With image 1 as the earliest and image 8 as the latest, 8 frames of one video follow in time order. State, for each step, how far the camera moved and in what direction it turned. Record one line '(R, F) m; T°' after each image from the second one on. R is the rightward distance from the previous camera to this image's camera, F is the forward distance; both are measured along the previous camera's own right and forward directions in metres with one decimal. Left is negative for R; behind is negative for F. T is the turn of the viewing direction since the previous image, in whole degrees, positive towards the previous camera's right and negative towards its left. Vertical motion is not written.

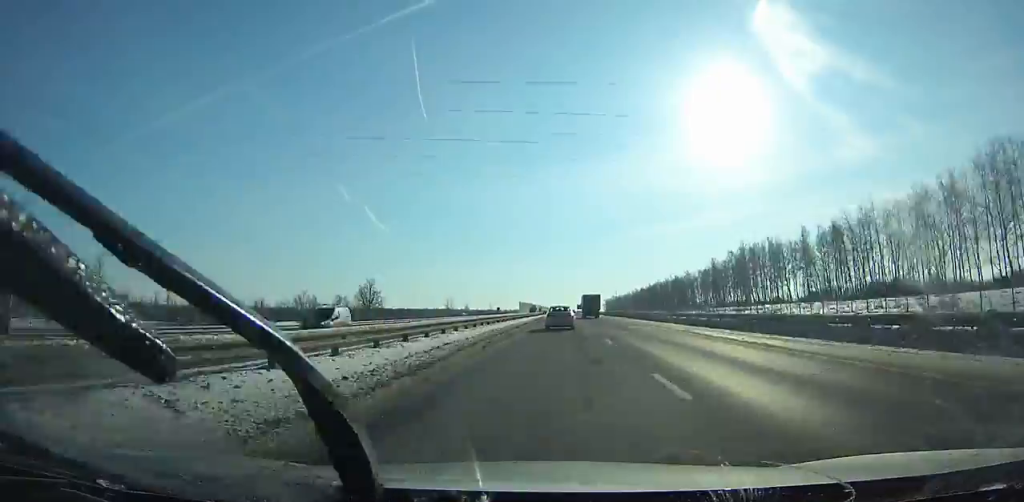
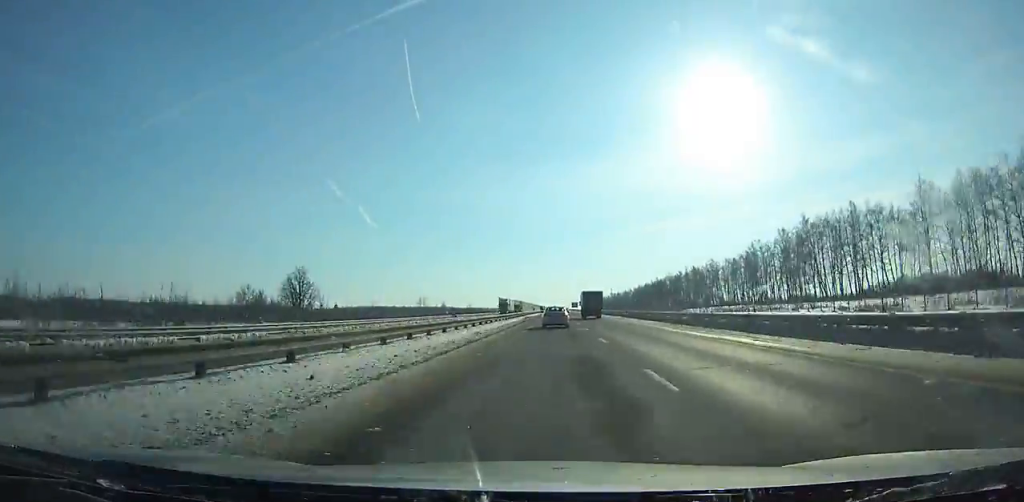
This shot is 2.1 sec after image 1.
(0.0, +59.4) m; 0°
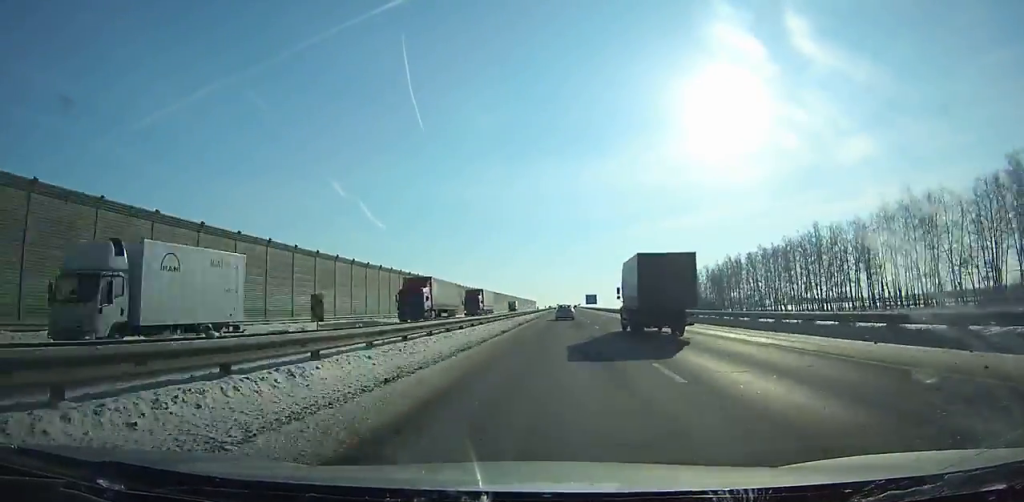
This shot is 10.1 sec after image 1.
(+0.2, +226.7) m; 0°
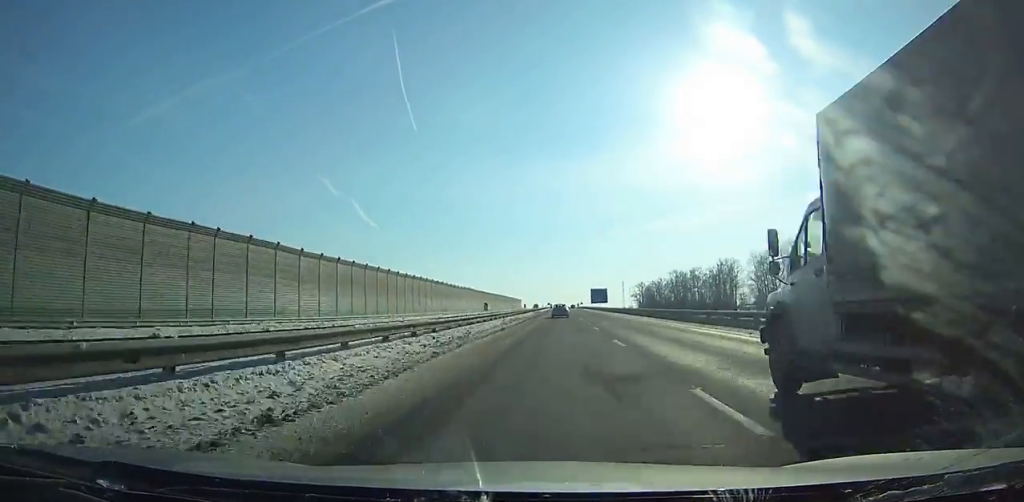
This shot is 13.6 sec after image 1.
(+0.4, +100.3) m; 0°
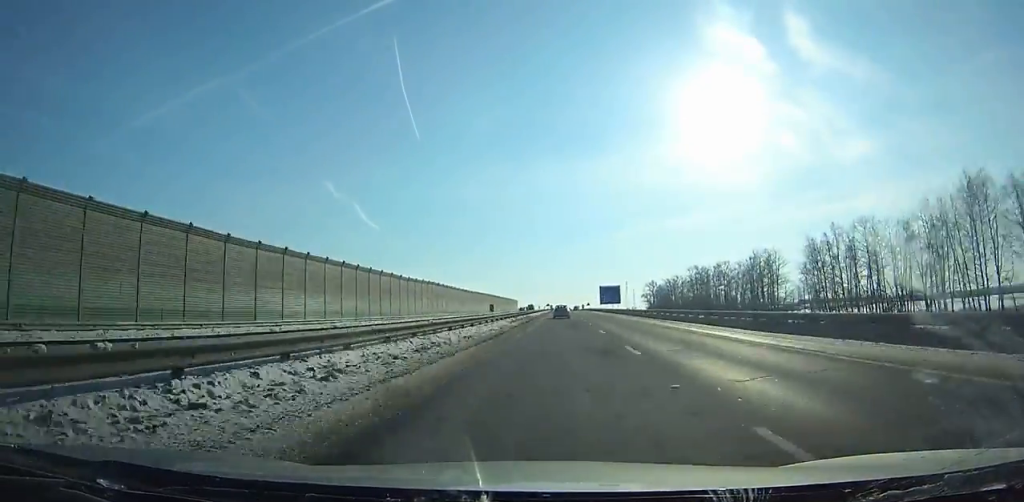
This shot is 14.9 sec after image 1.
(0.0, +37.2) m; 0°
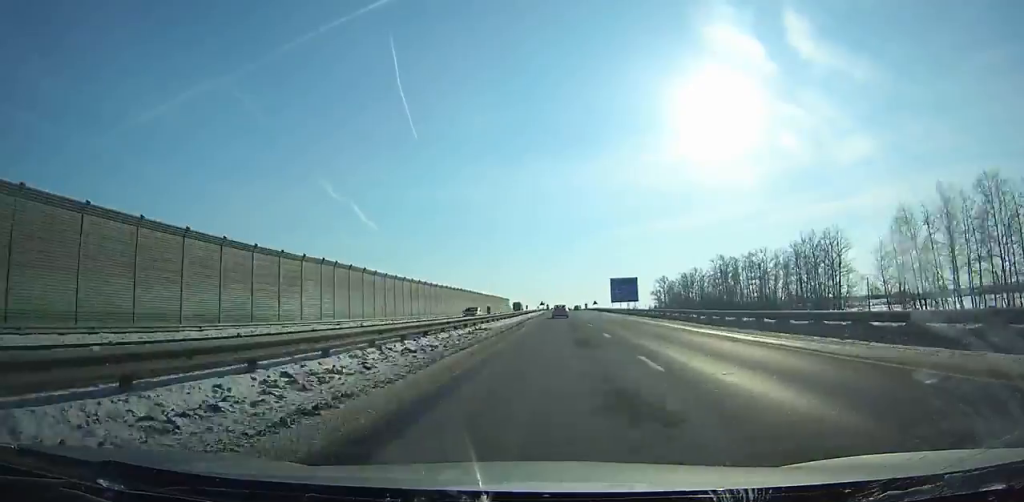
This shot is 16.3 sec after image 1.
(0.0, +40.2) m; 0°
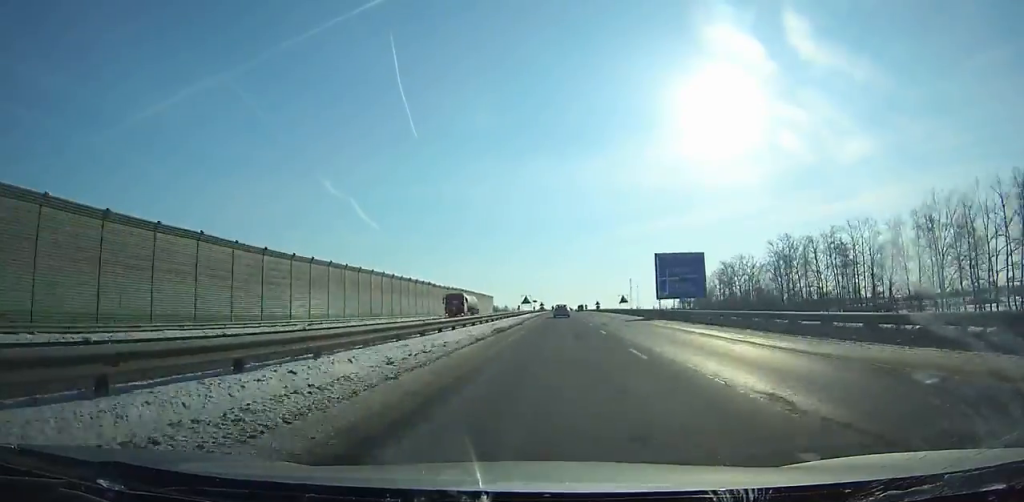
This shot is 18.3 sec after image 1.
(-0.1, +56.9) m; 0°
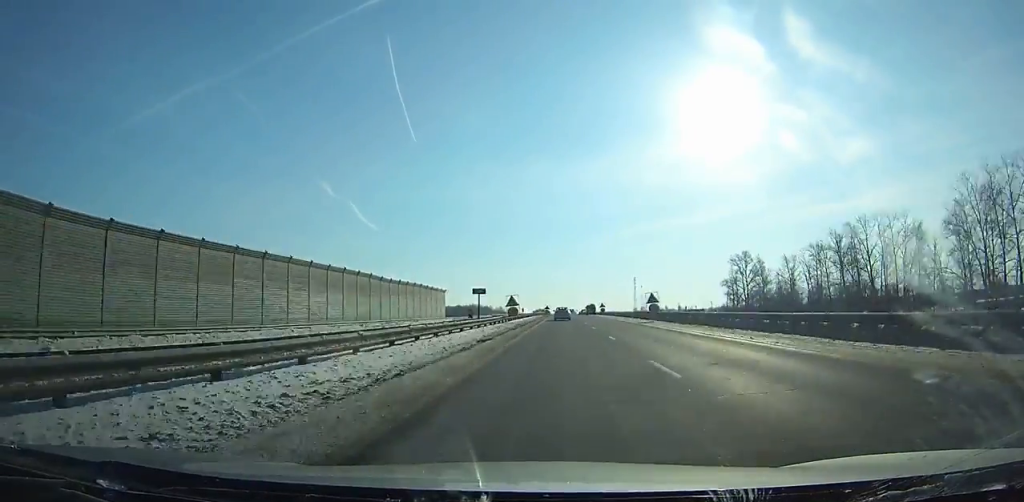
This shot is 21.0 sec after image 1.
(0.0, +76.5) m; 0°
